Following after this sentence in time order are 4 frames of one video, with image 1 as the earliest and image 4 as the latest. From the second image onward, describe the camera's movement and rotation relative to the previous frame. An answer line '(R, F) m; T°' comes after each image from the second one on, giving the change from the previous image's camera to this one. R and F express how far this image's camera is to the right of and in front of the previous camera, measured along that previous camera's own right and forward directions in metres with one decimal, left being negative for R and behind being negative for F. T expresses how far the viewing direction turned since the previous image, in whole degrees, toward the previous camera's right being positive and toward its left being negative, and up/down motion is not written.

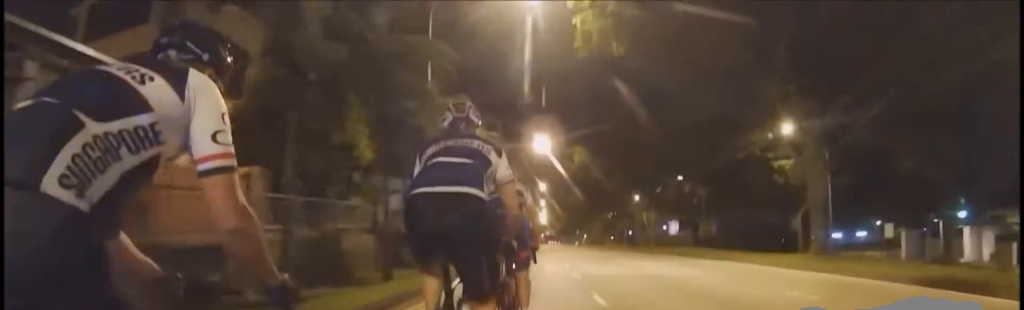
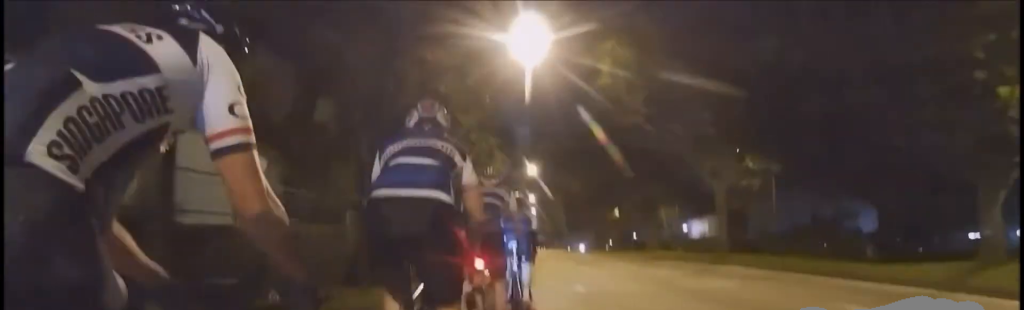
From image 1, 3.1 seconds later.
(0.0, +27.3) m; -1°
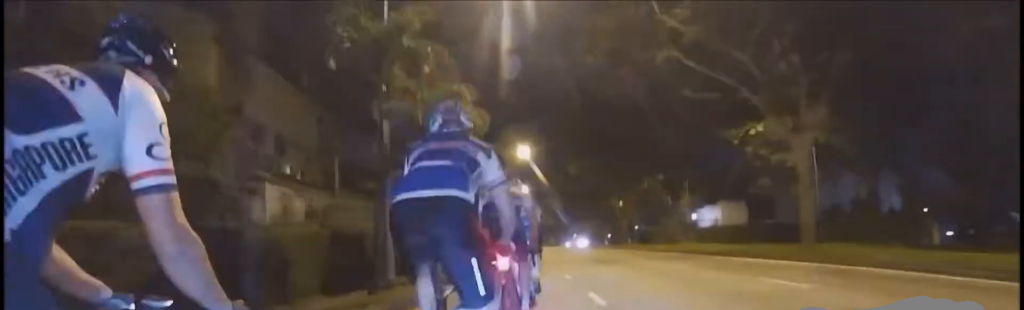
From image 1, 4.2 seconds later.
(-0.2, +9.5) m; -8°
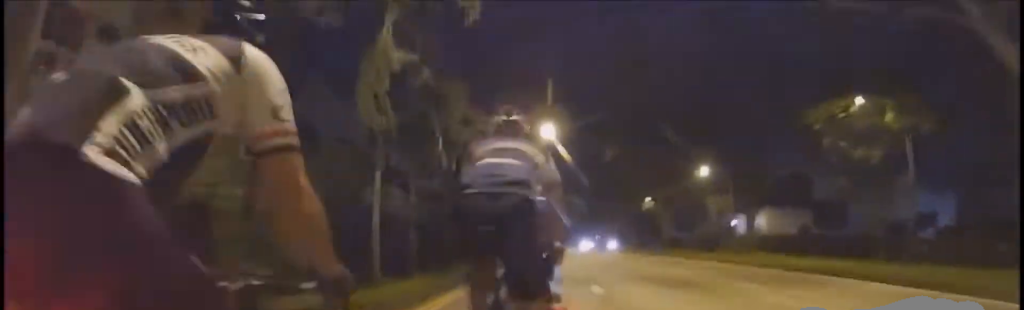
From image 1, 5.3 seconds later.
(-1.1, +9.9) m; 0°
